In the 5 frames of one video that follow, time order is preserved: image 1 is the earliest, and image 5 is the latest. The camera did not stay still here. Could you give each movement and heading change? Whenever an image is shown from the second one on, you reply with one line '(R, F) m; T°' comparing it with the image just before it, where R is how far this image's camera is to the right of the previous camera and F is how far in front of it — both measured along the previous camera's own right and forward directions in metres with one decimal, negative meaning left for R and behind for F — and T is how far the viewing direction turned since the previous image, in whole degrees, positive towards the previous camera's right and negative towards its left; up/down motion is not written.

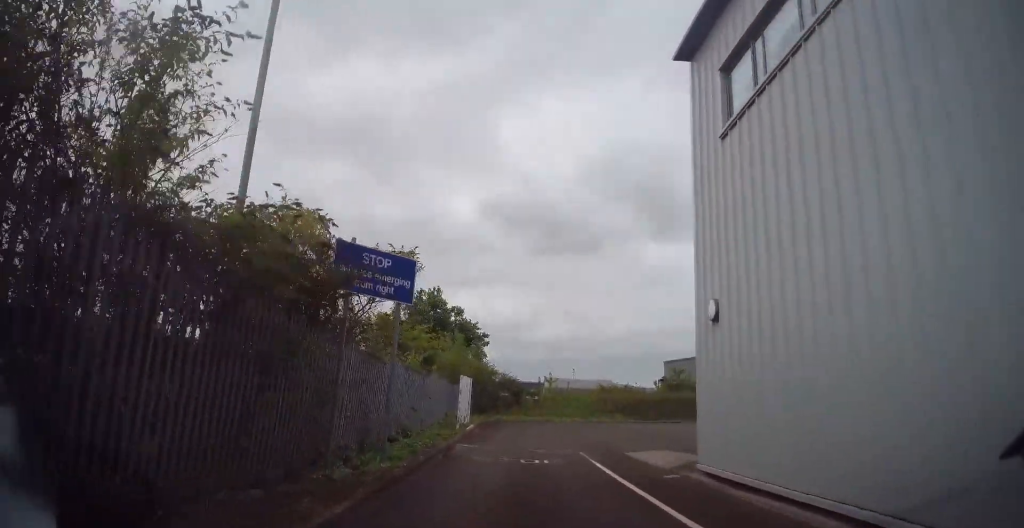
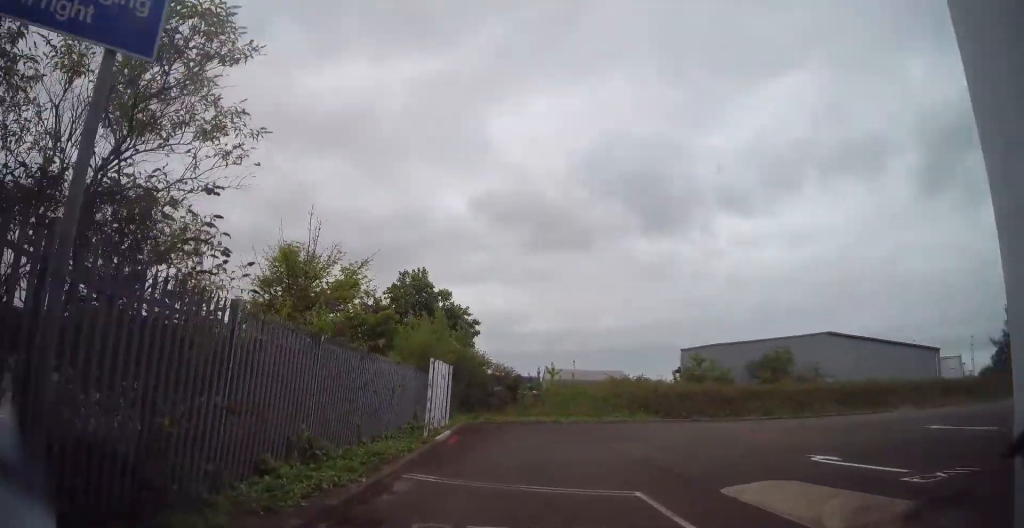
(+0.1, +6.1) m; +2°
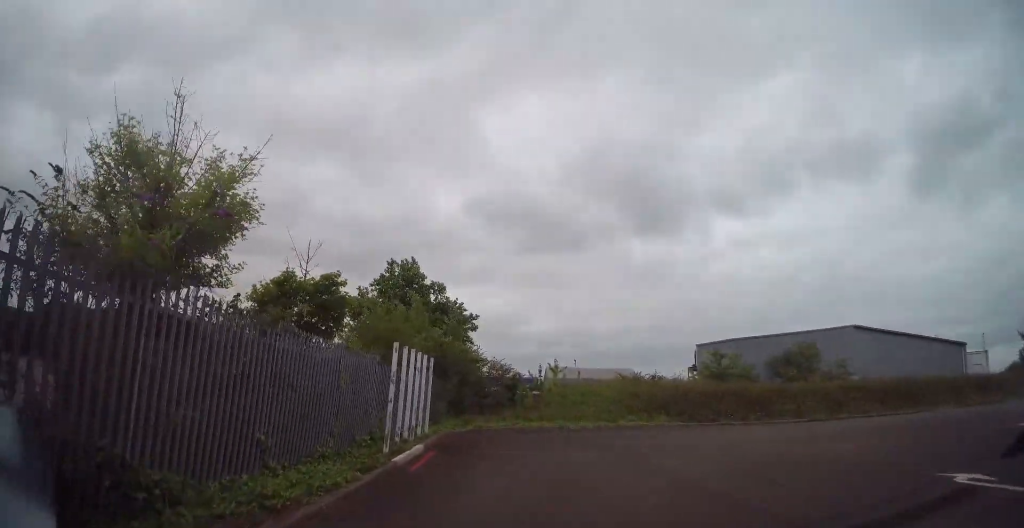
(+0.1, +3.4) m; +3°
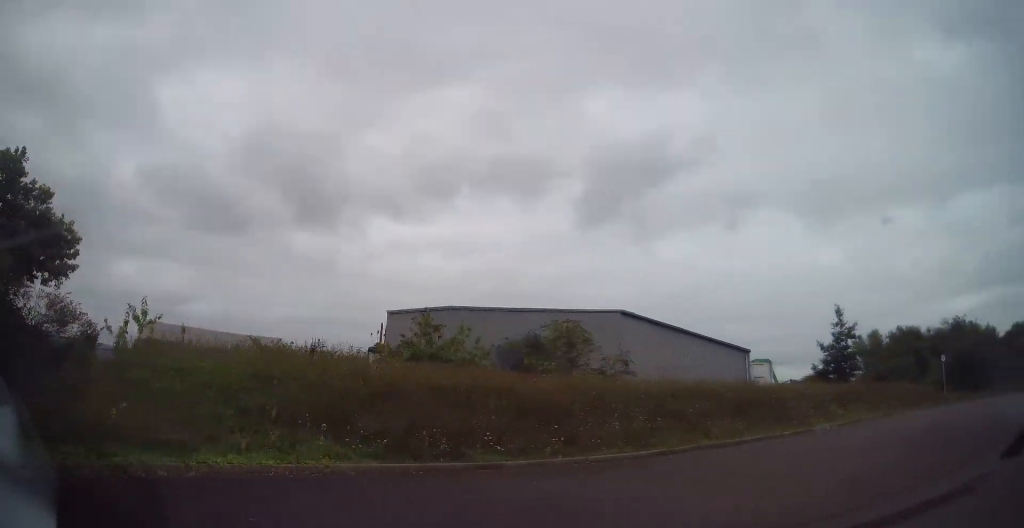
(+4.8, +16.0) m; +47°
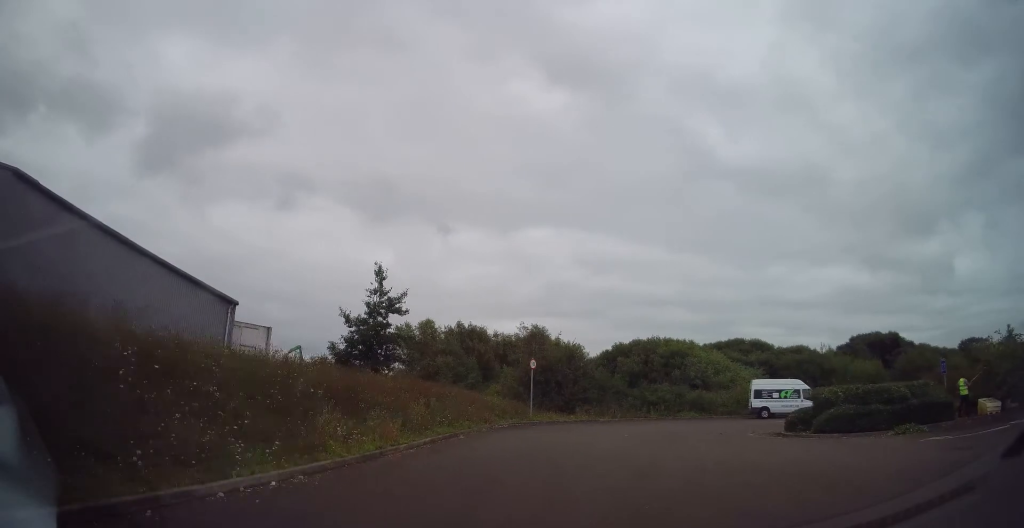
(+5.9, +15.2) m; +35°
